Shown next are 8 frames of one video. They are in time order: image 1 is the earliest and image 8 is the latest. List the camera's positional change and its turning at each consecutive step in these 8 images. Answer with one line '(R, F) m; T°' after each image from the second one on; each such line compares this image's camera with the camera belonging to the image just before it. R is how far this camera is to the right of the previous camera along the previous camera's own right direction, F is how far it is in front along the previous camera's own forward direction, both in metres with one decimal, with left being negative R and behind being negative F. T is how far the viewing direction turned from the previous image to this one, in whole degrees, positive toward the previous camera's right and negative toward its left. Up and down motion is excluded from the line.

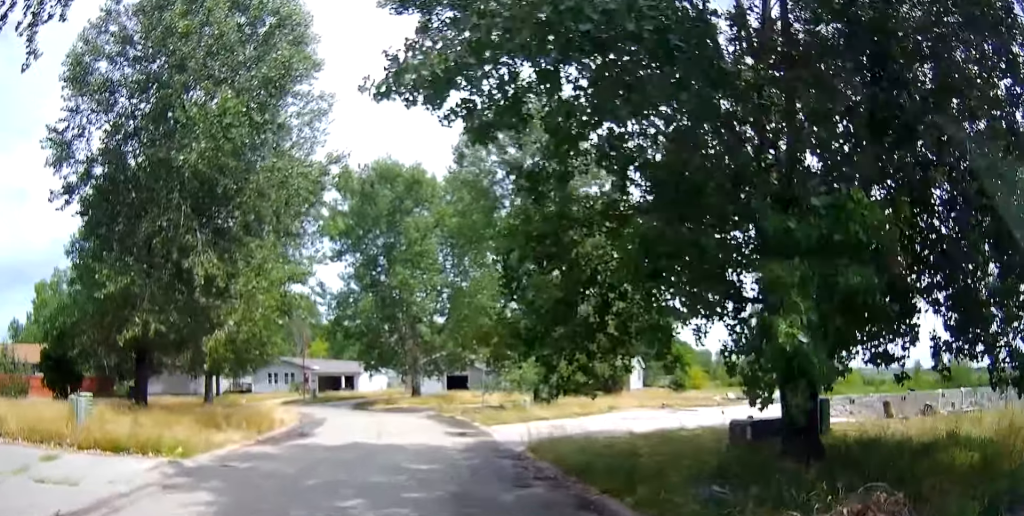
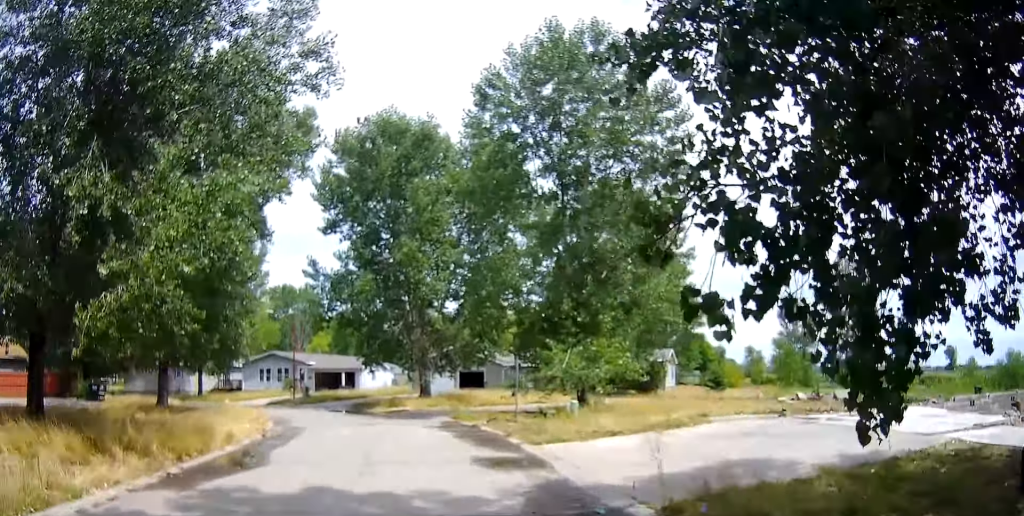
(+0.1, +7.3) m; +4°
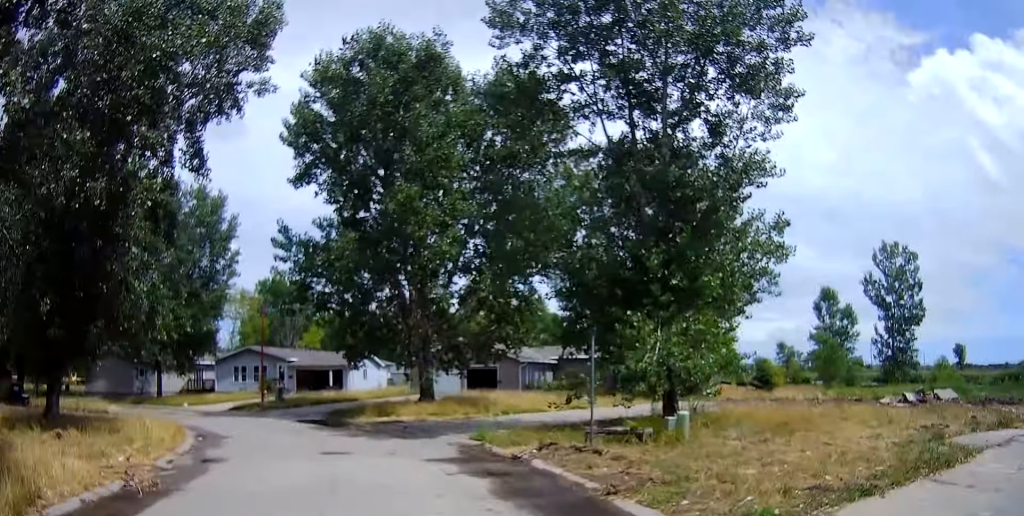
(+0.4, +9.2) m; -6°
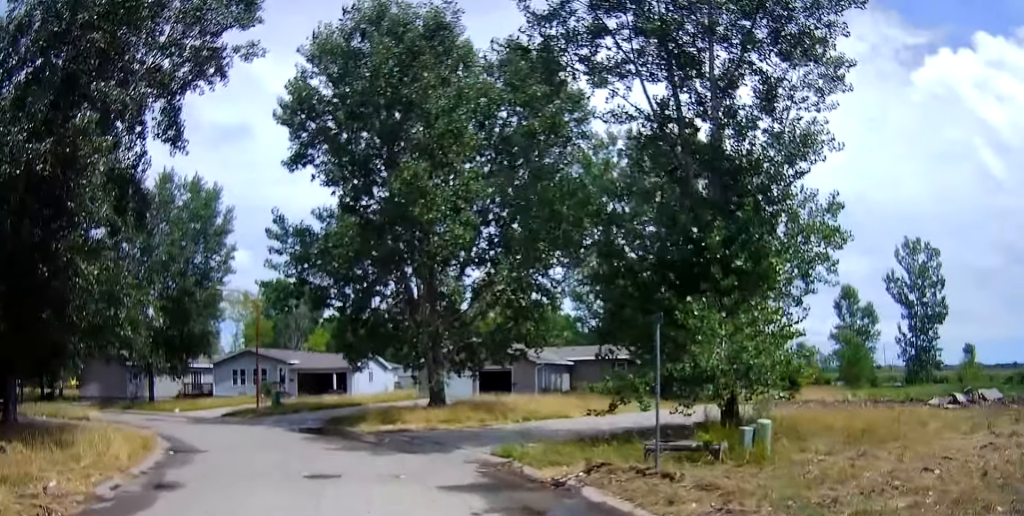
(-0.5, +2.8) m; -5°
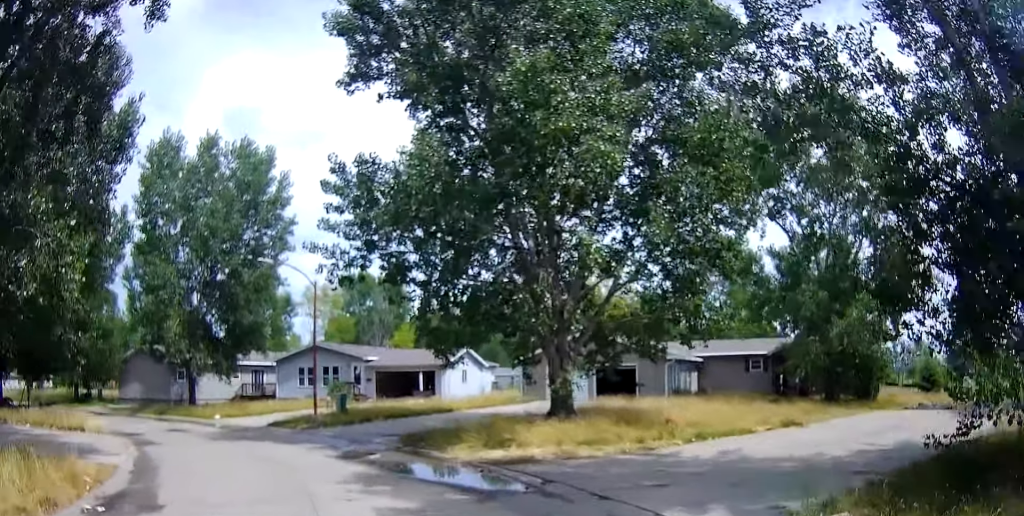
(-0.7, +7.5) m; -6°
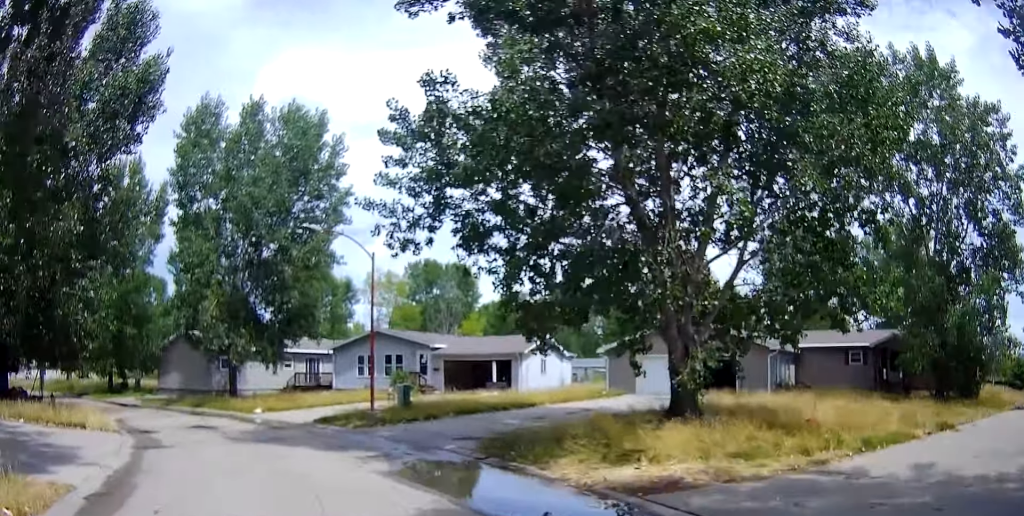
(0.0, +4.1) m; 0°
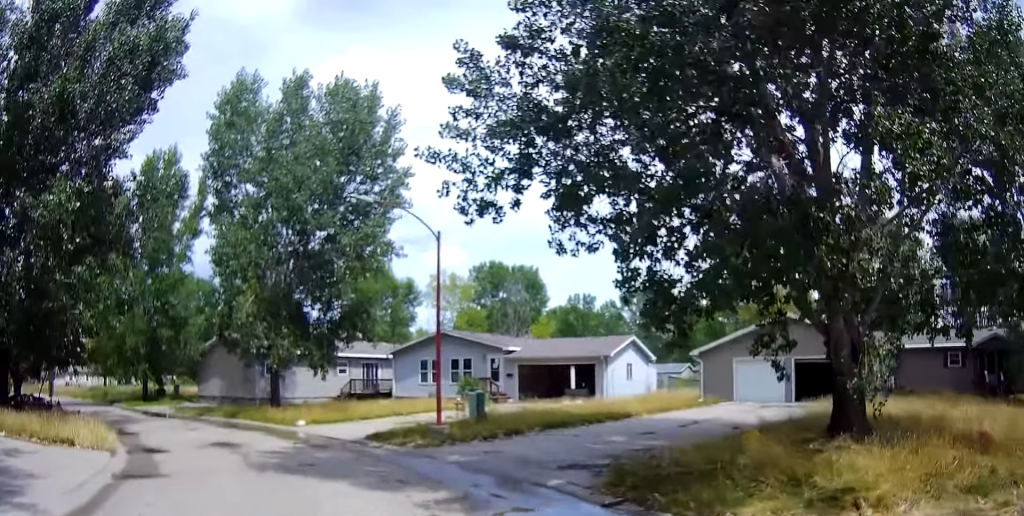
(0.0, +4.0) m; -1°
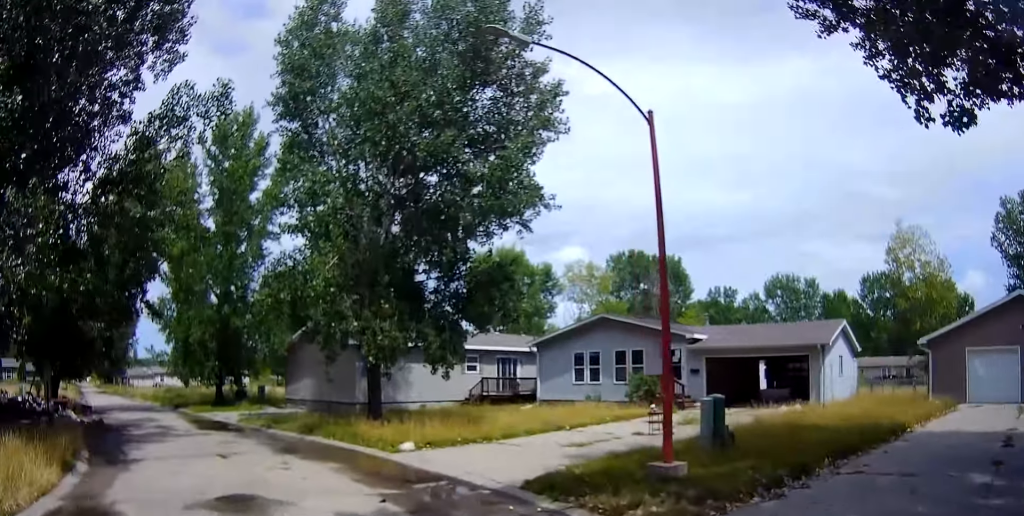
(-0.9, +7.6) m; -19°
